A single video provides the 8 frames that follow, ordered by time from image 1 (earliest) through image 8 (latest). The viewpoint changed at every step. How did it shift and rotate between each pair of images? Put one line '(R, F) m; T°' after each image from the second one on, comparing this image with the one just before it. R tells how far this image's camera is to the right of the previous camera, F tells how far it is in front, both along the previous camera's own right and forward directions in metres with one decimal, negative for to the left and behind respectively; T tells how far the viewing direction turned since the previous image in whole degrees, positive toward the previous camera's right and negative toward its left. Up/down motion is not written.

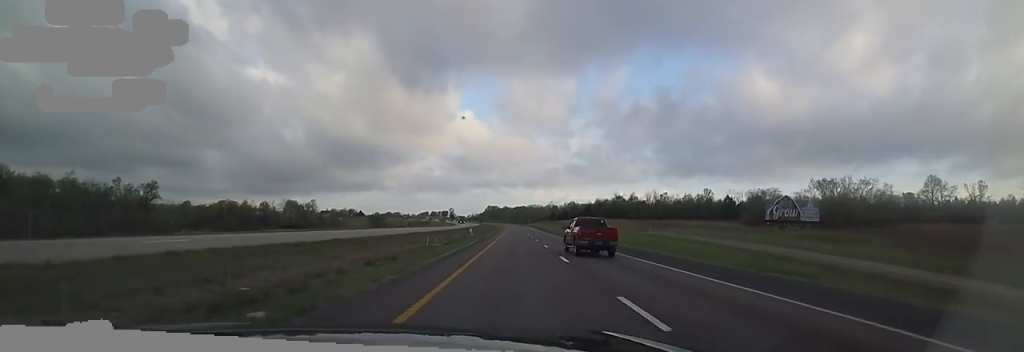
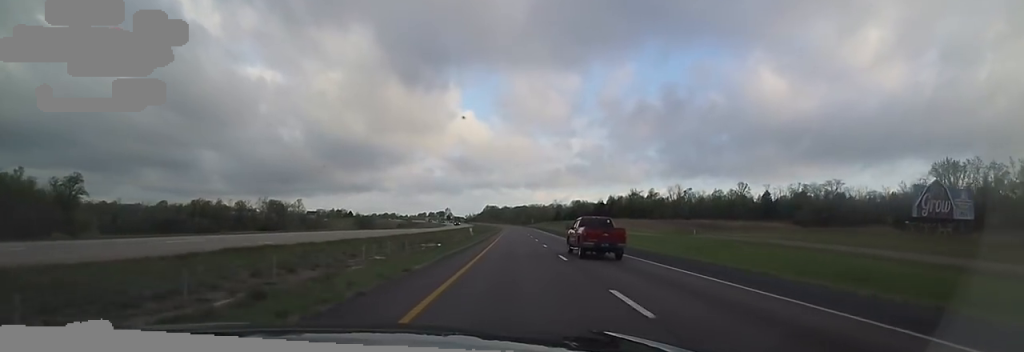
(+0.9, +35.6) m; 0°
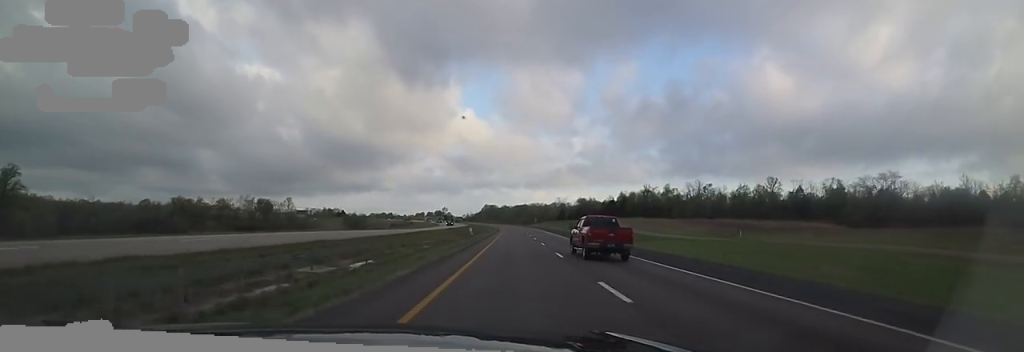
(-0.4, +23.2) m; 0°
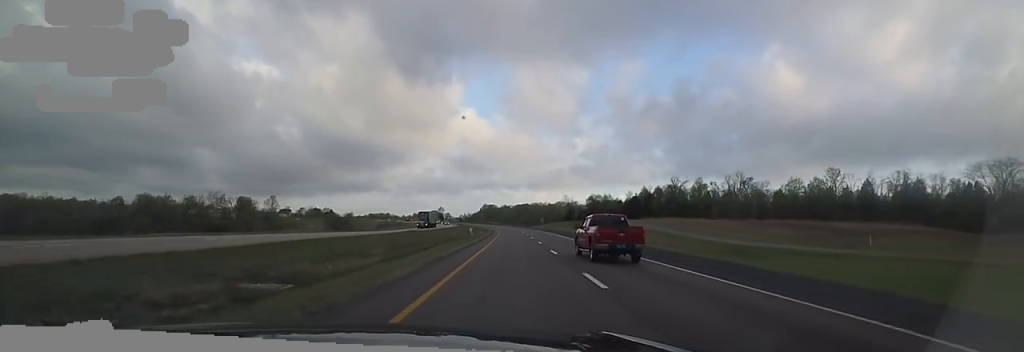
(-0.2, +34.7) m; 0°
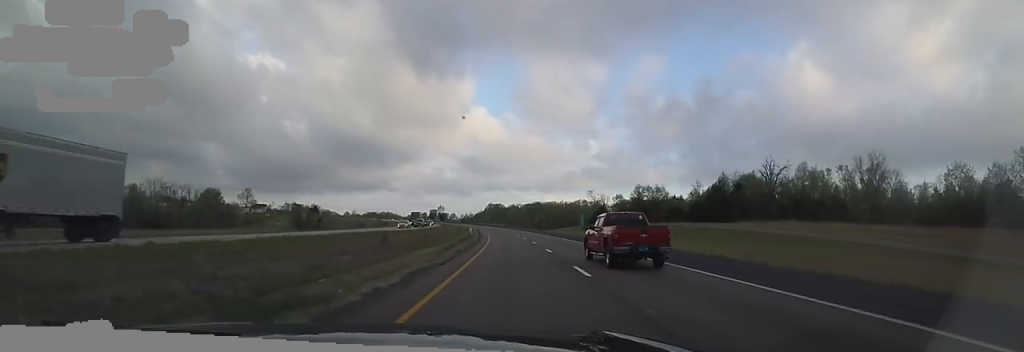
(+0.4, +58.8) m; 0°
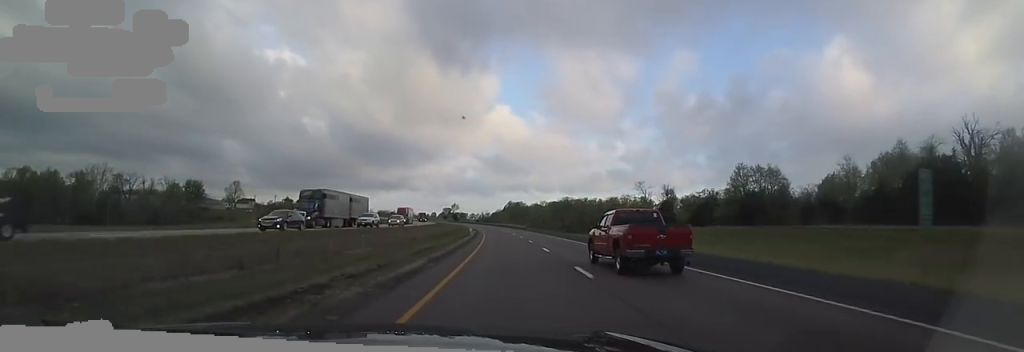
(-1.7, +49.3) m; -3°
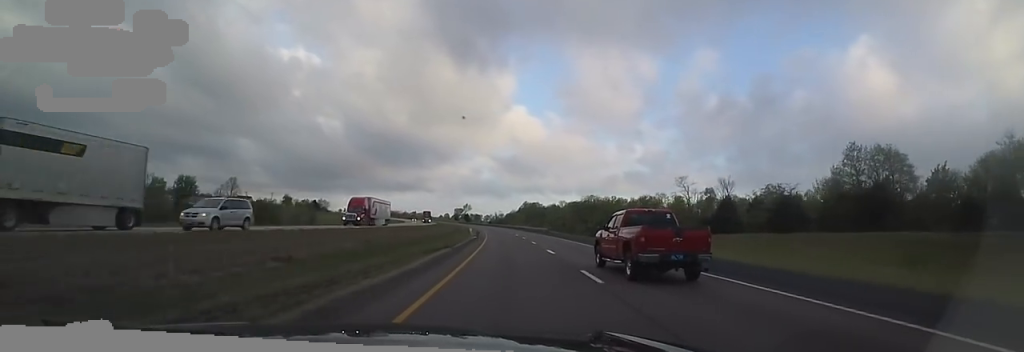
(-0.1, +25.1) m; -1°
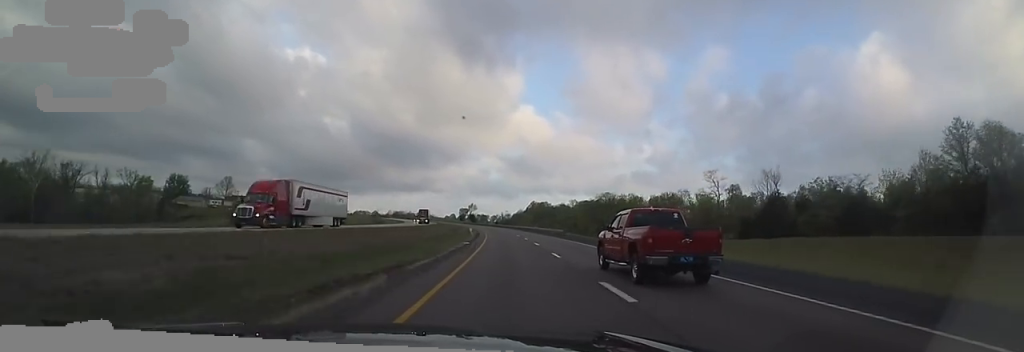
(+0.6, +14.7) m; -1°
